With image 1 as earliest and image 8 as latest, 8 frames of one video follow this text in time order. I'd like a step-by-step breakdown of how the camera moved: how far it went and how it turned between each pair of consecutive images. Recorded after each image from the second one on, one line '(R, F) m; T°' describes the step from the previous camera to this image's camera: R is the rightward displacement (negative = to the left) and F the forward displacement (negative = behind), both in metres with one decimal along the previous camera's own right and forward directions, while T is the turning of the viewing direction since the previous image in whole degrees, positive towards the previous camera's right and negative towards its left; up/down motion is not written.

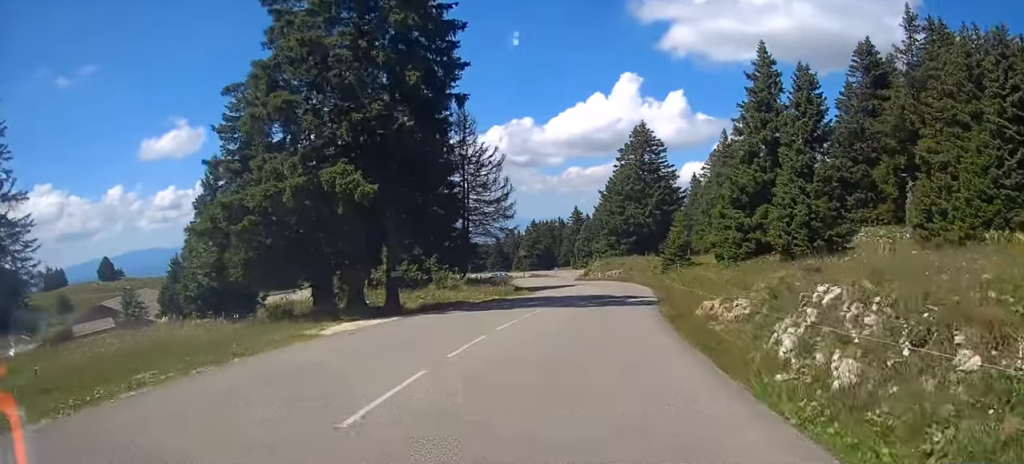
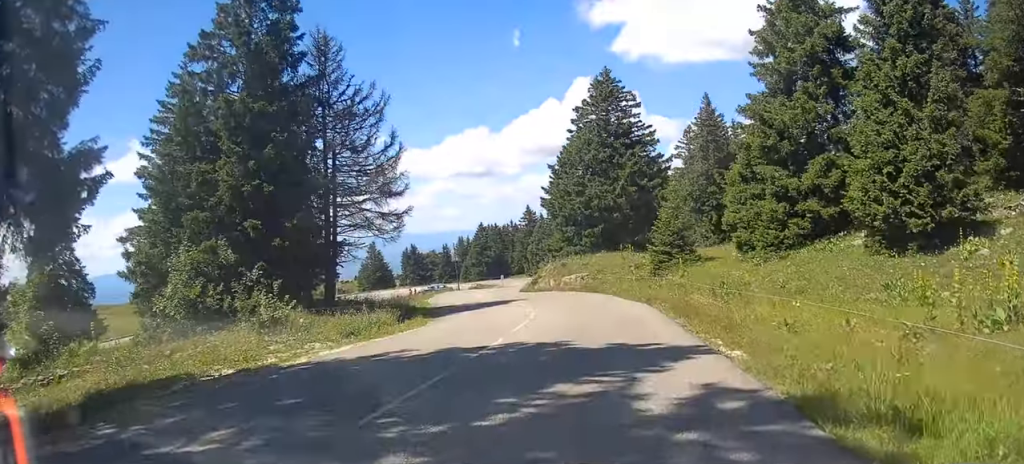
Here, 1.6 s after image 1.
(+0.5, +21.2) m; +2°
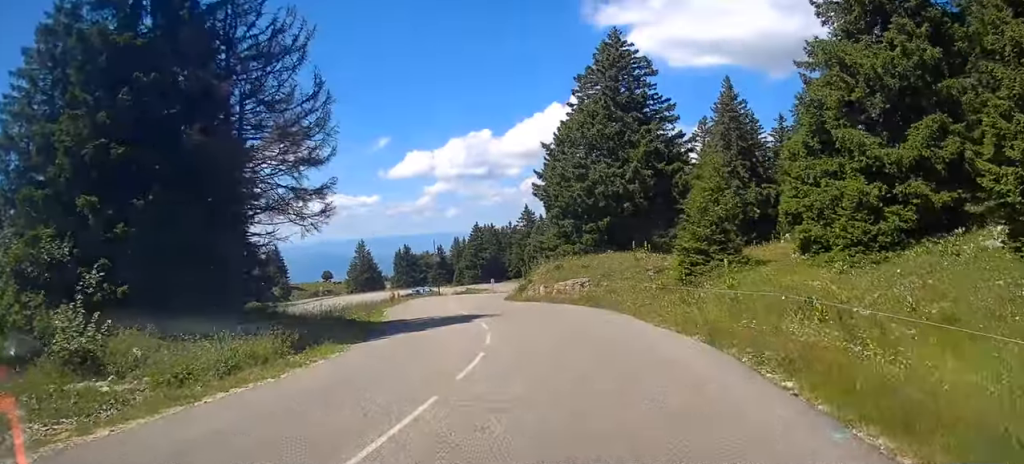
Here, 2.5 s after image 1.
(+0.1, +10.3) m; -1°
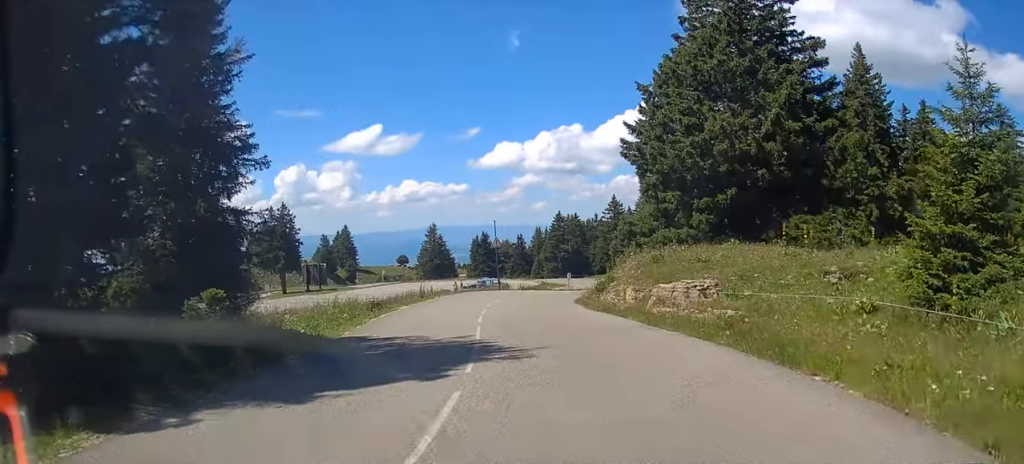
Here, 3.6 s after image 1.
(-0.3, +13.6) m; -5°
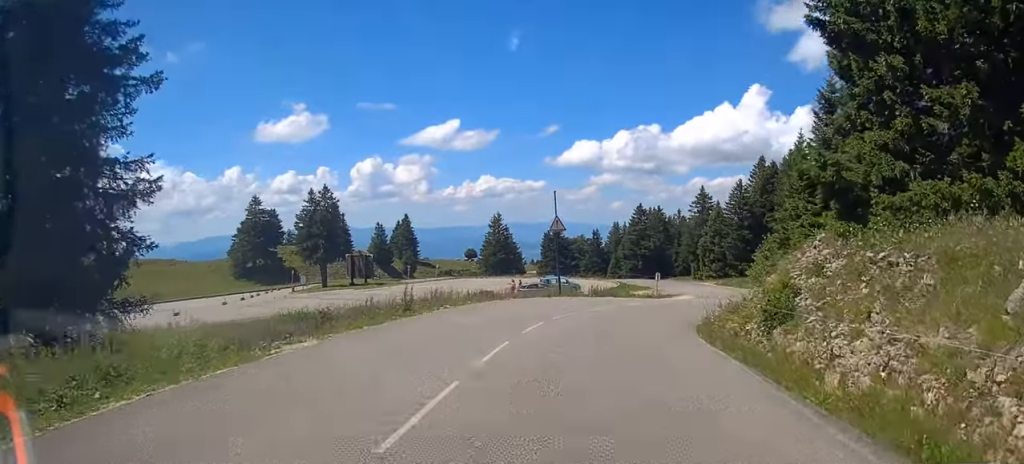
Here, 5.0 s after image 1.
(-1.0, +17.5) m; -3°
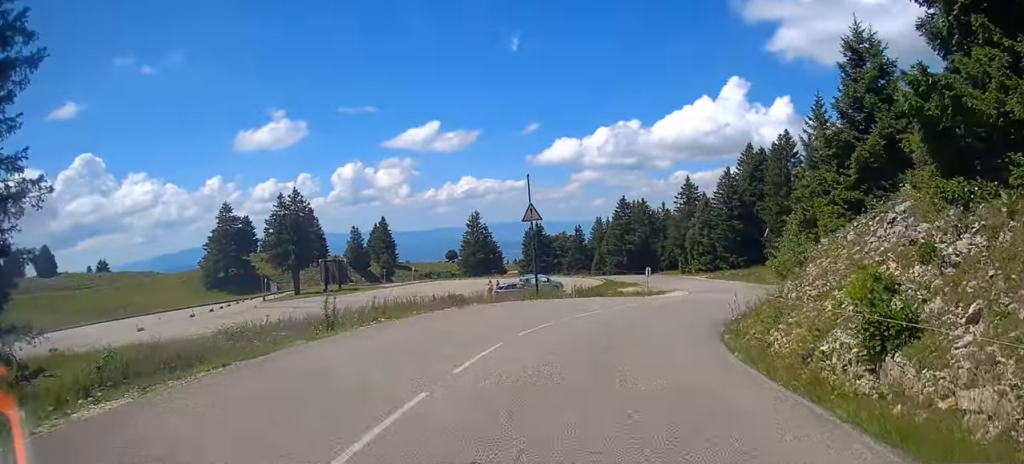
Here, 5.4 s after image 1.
(+0.1, +5.2) m; +2°
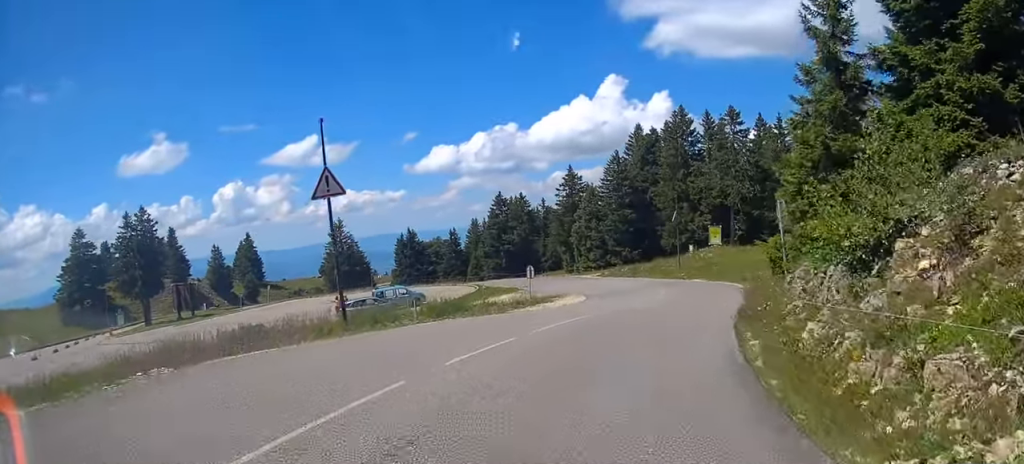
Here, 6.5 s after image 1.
(+0.5, +12.1) m; +6°
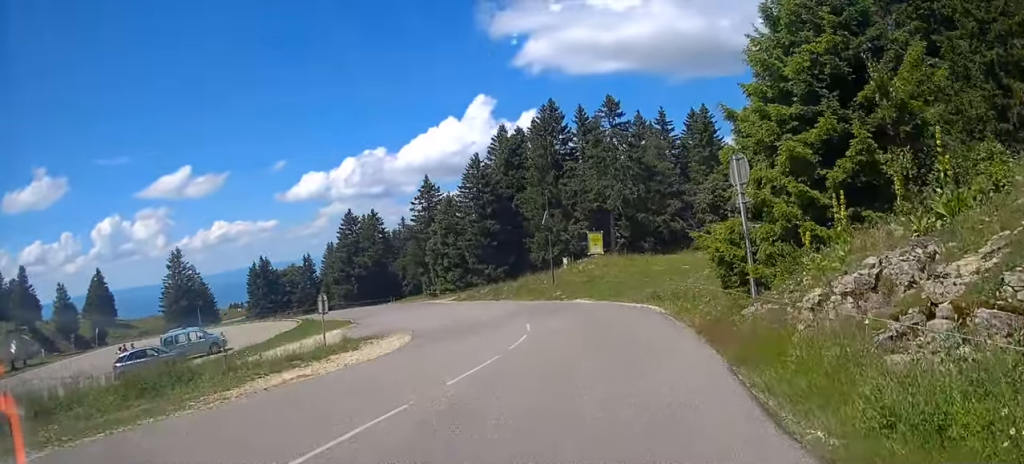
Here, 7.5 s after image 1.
(+0.9, +12.2) m; +5°
